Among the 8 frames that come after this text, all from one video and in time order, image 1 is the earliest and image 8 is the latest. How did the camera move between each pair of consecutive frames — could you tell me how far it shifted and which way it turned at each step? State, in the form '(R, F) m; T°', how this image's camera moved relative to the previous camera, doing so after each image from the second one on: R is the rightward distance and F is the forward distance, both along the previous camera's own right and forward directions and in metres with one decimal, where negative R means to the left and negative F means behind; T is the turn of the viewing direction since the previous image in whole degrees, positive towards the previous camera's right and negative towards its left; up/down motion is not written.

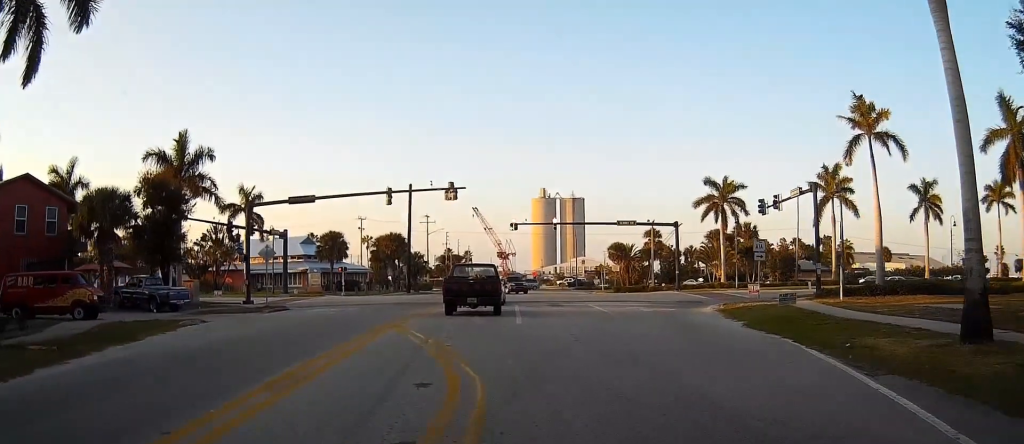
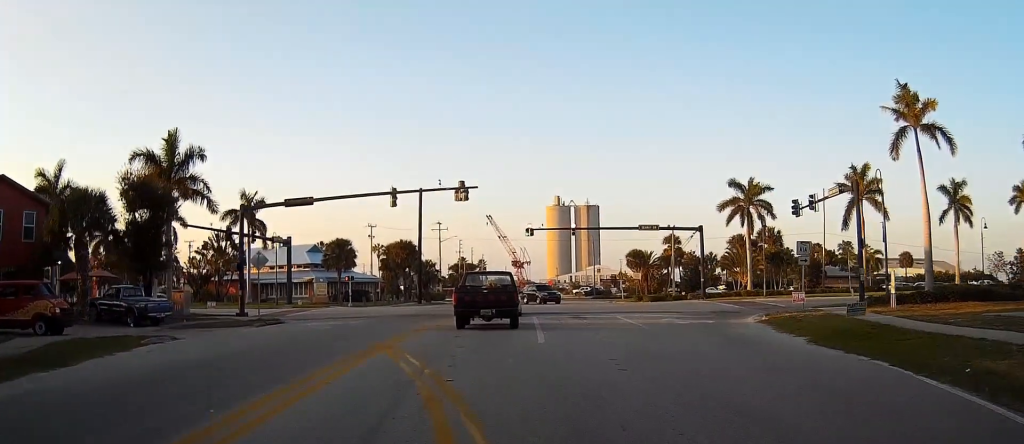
(0.0, +4.3) m; 0°
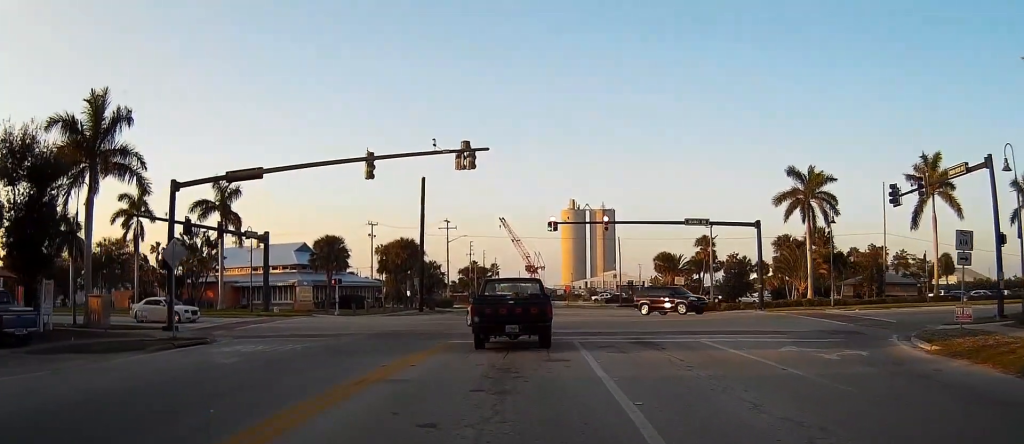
(+0.1, +12.1) m; 0°
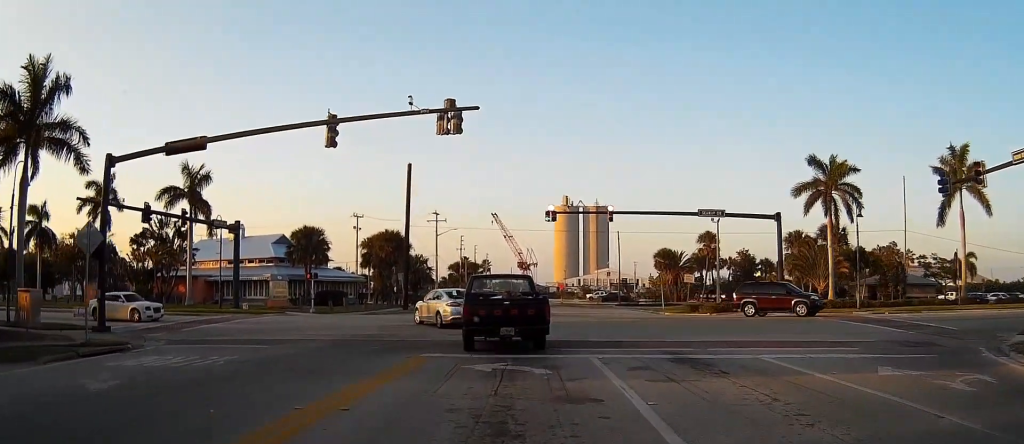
(0.0, +5.4) m; 0°
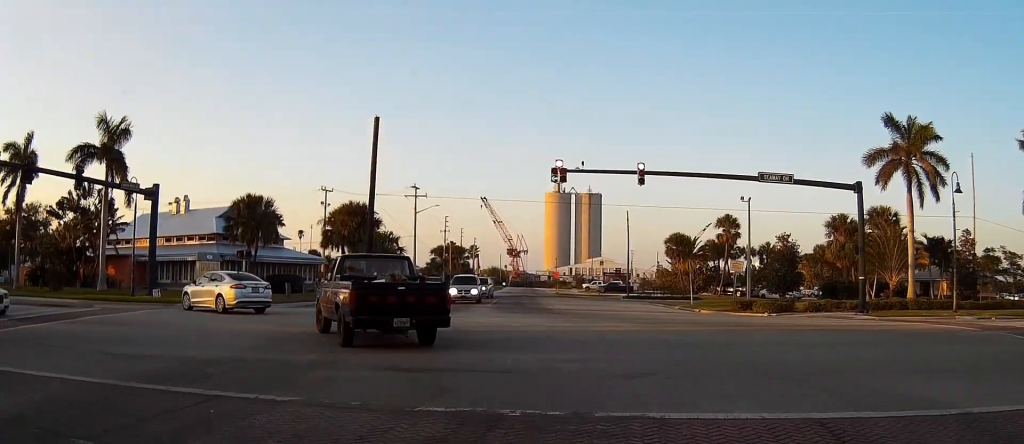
(-0.1, +12.6) m; 0°
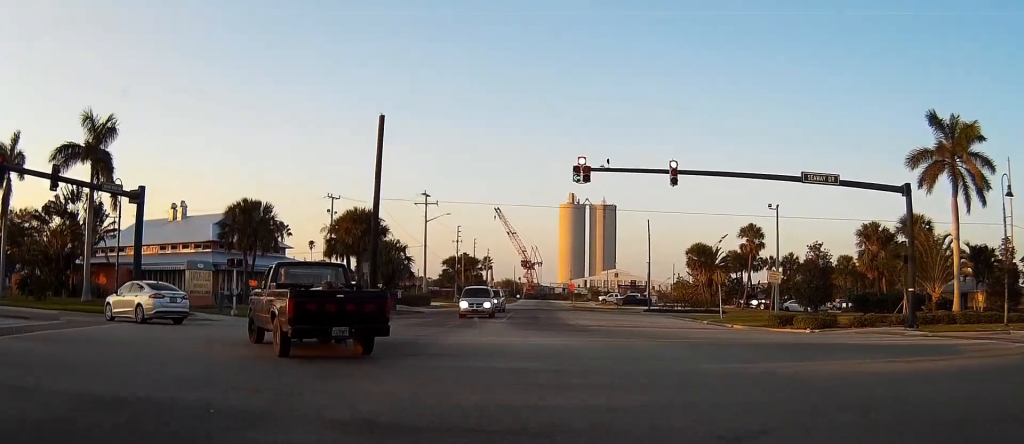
(0.0, +3.8) m; -2°
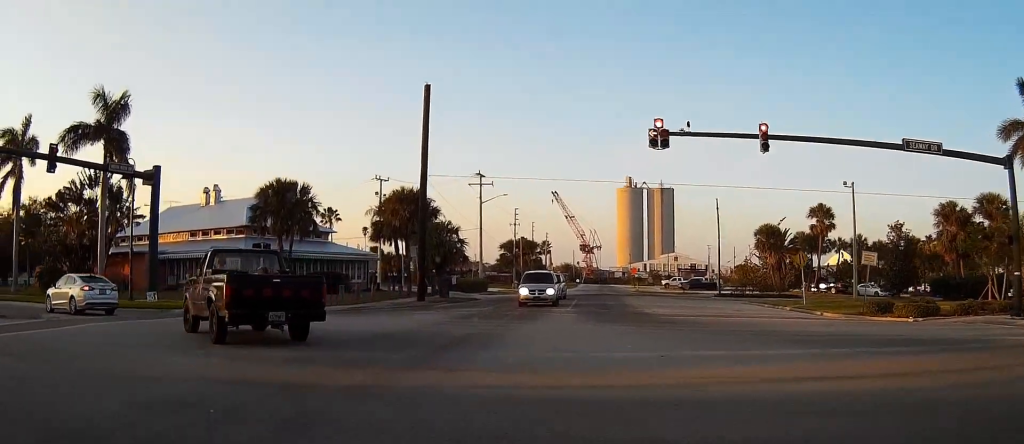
(+0.1, +4.8) m; -4°
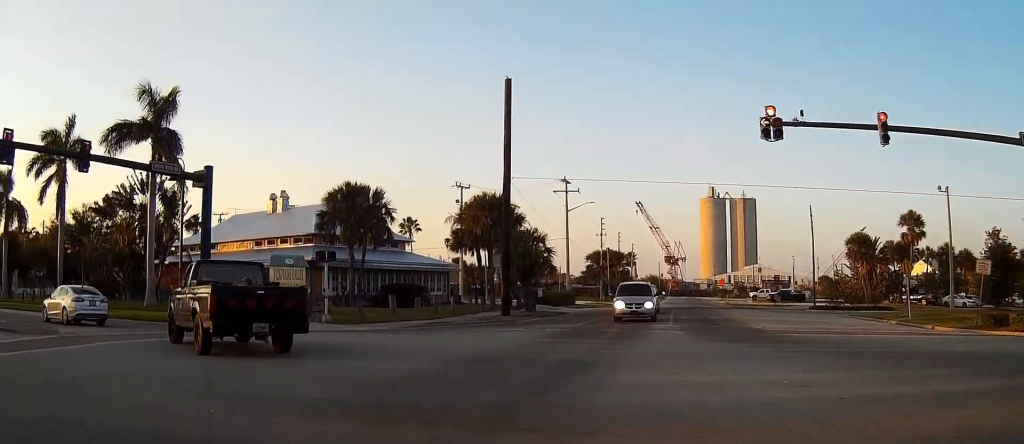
(-0.2, +3.6) m; -6°
